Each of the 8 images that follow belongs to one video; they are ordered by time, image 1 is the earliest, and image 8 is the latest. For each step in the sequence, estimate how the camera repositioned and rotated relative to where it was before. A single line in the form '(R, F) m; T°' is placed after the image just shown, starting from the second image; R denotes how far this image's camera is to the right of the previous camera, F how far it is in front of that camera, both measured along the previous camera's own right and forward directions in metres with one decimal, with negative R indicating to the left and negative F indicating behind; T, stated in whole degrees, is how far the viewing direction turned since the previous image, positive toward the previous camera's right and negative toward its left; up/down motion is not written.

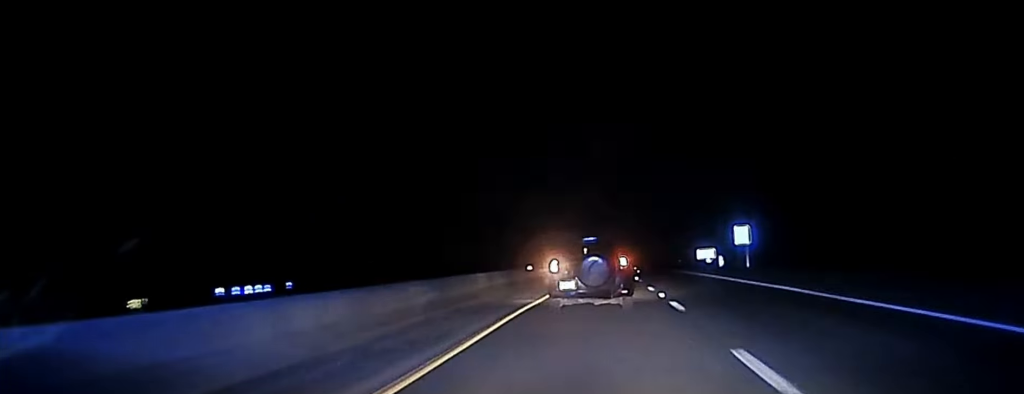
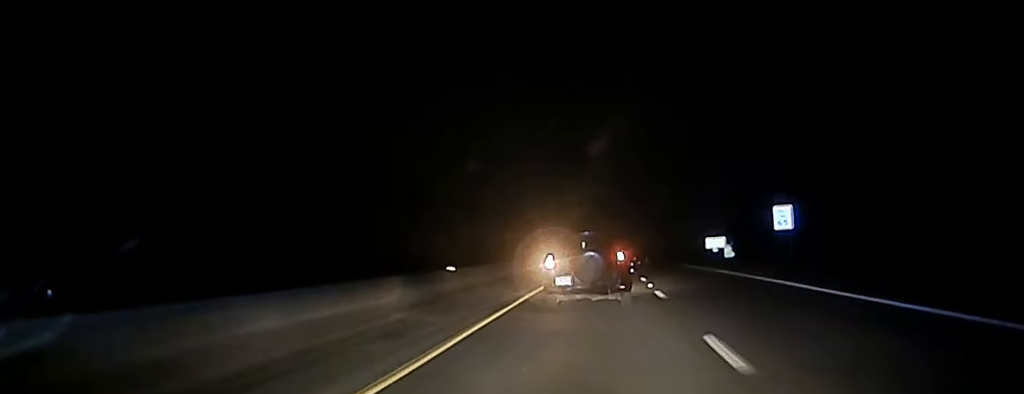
(+0.3, +23.1) m; +1°
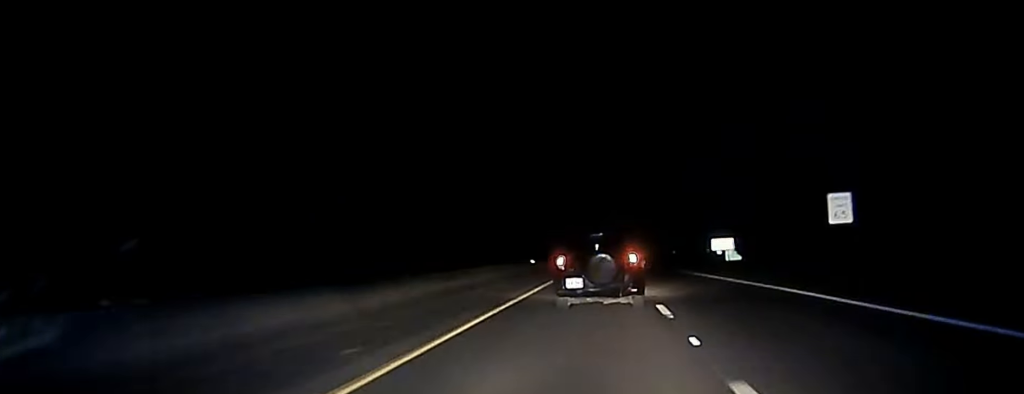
(+0.1, +16.0) m; 0°
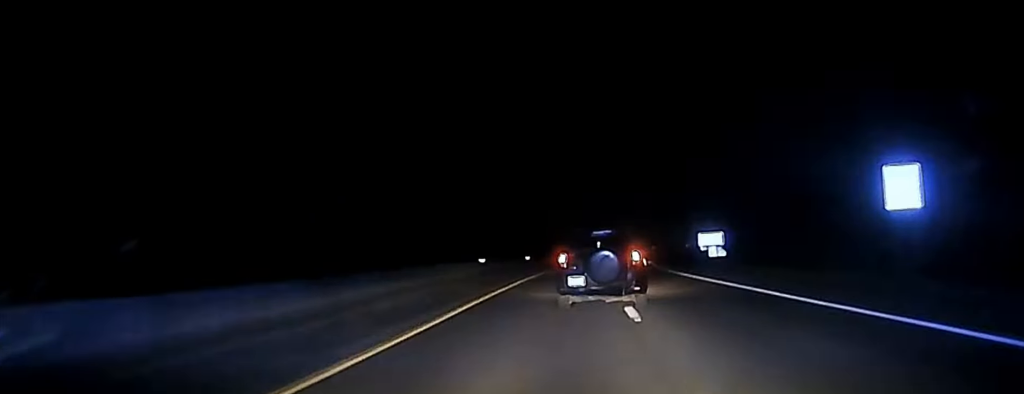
(0.0, +15.3) m; 0°
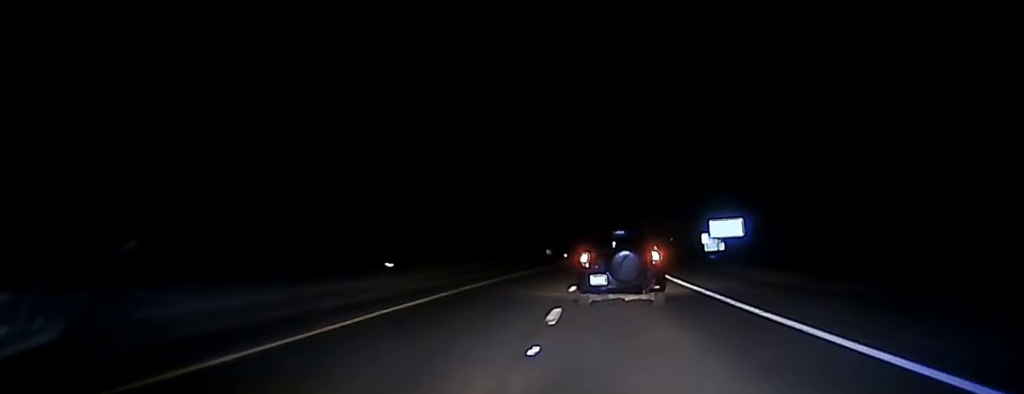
(+0.3, +38.3) m; +1°
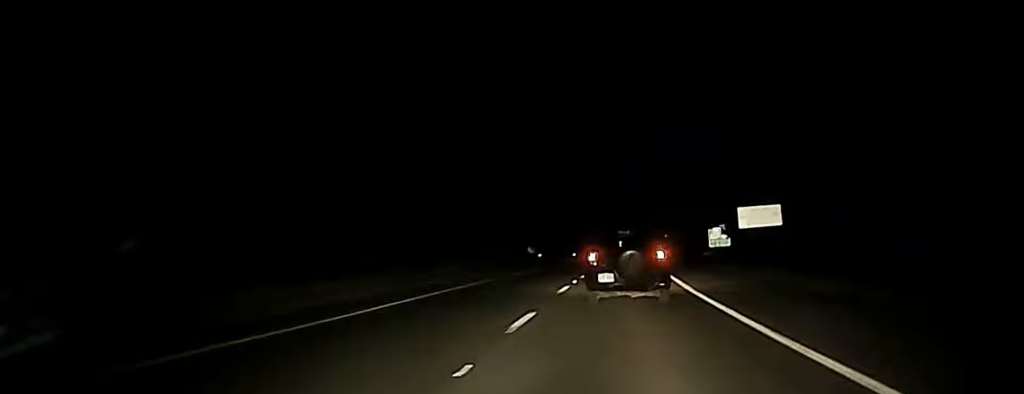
(+0.3, +24.5) m; +2°
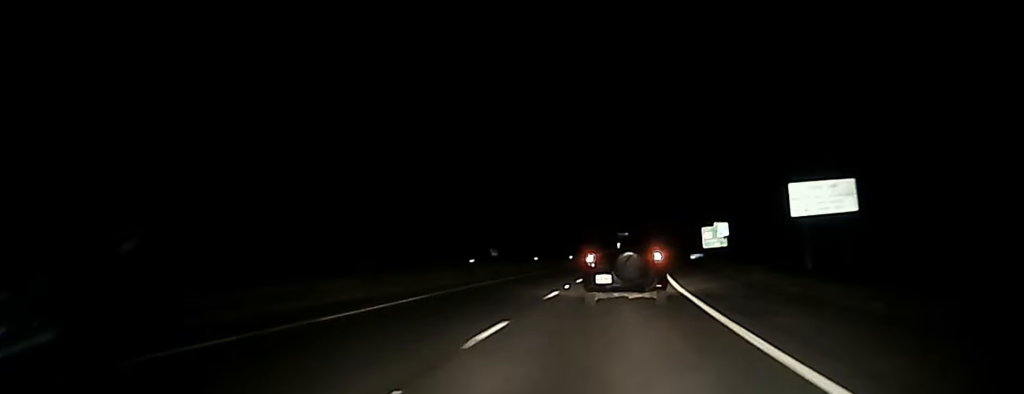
(+0.4, +23.2) m; +1°
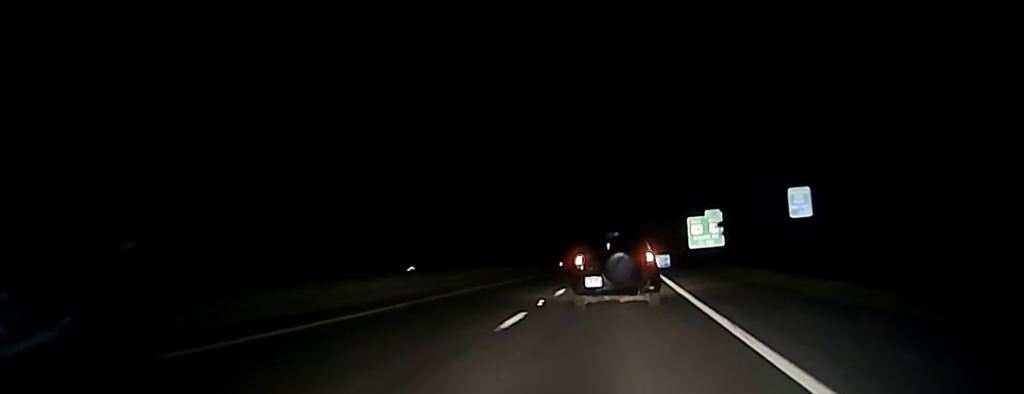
(+0.9, +58.0) m; +1°
